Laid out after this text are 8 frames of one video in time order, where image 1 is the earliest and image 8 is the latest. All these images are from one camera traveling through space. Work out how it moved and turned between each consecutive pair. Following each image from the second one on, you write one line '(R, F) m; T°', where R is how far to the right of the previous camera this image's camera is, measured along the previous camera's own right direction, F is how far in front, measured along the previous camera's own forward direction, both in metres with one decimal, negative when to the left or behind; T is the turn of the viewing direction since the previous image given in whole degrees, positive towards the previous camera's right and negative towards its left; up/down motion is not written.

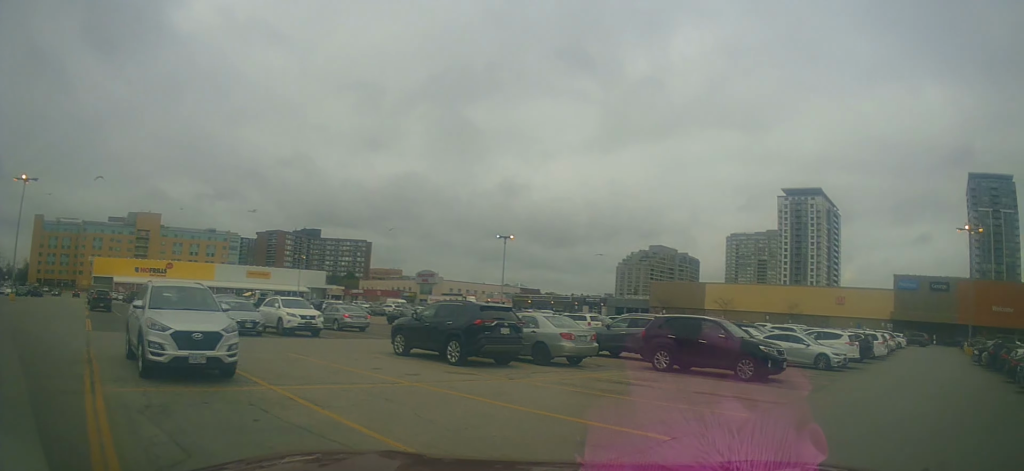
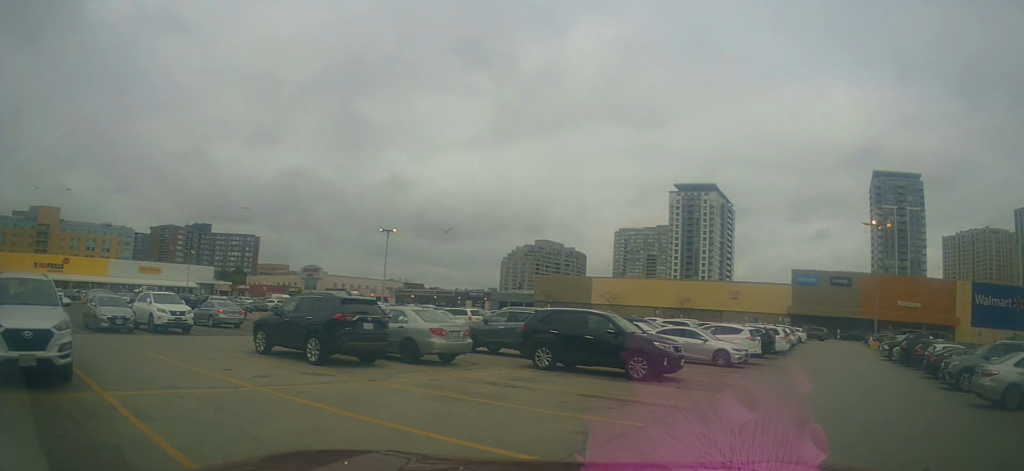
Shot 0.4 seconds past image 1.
(+0.1, +1.5) m; +9°
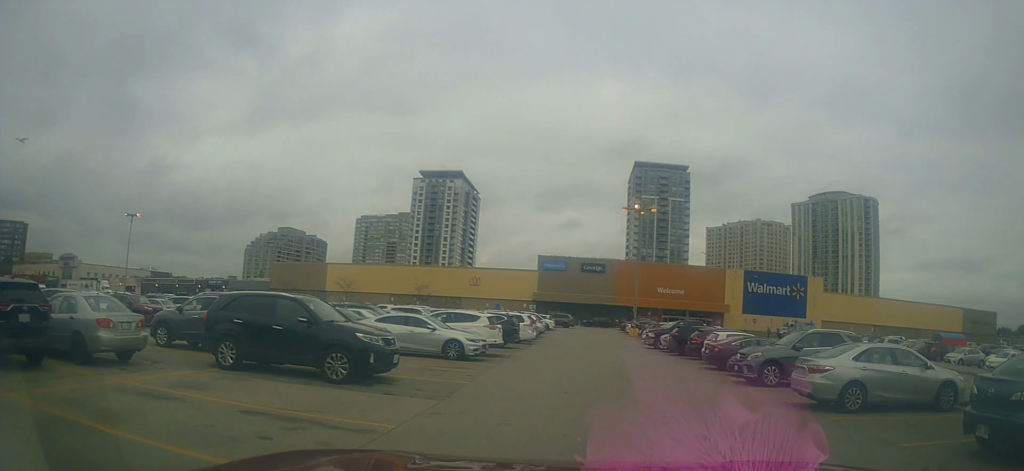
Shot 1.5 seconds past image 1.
(+0.5, +3.3) m; +22°
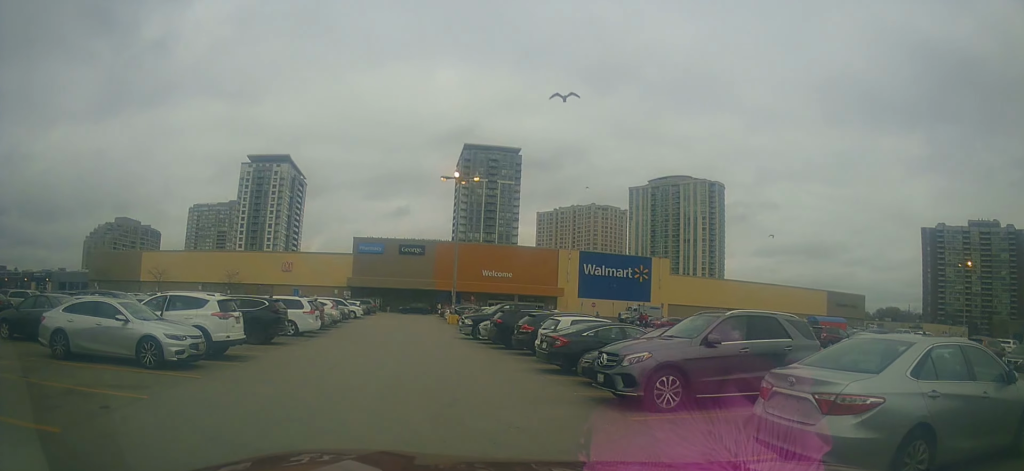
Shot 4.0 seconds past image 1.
(+2.6, +7.3) m; +24°
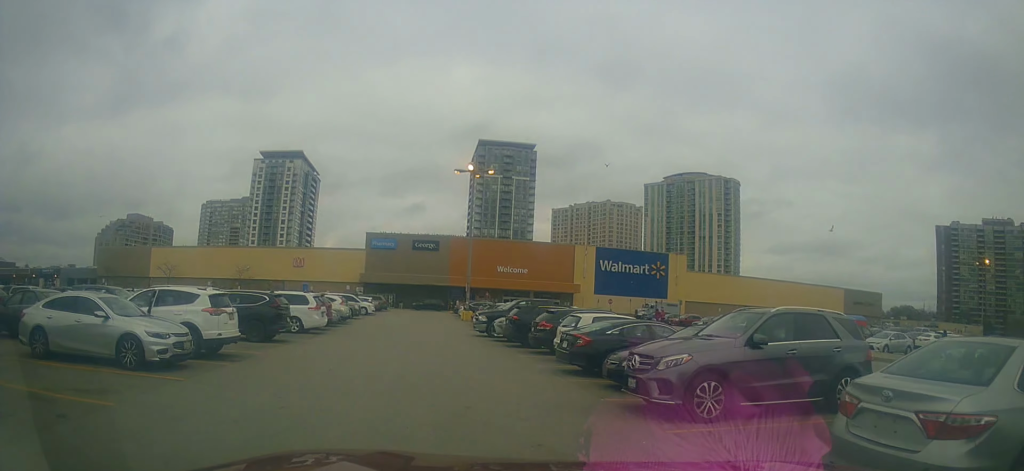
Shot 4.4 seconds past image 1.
(0.0, +1.3) m; -1°
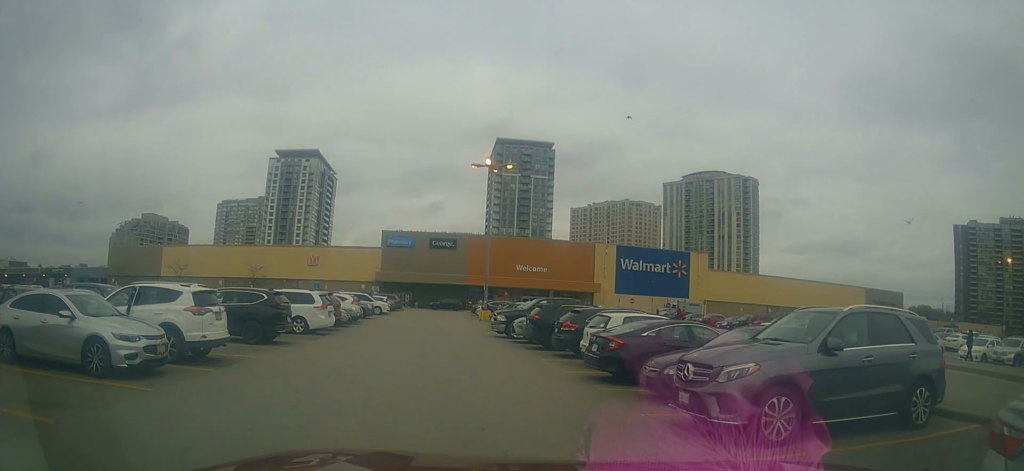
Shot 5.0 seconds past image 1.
(0.0, +1.7) m; -4°
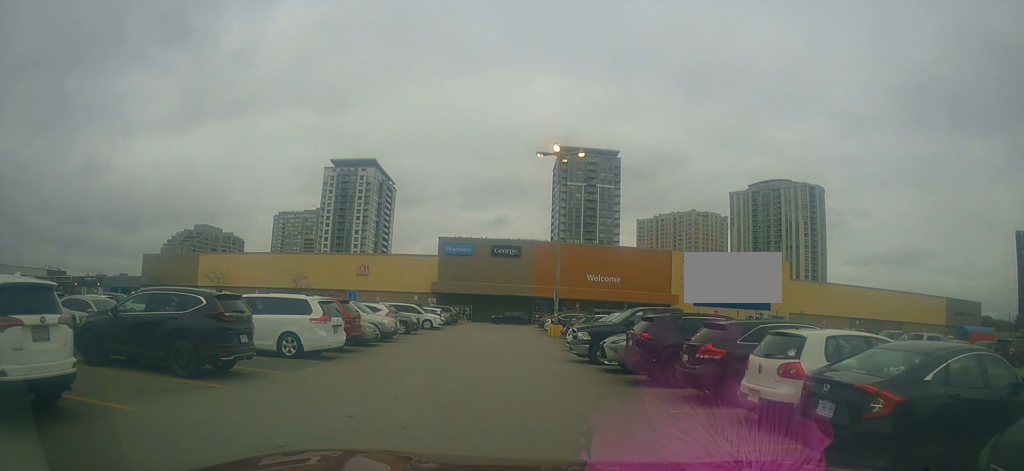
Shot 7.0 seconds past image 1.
(-0.8, +6.7) m; -6°
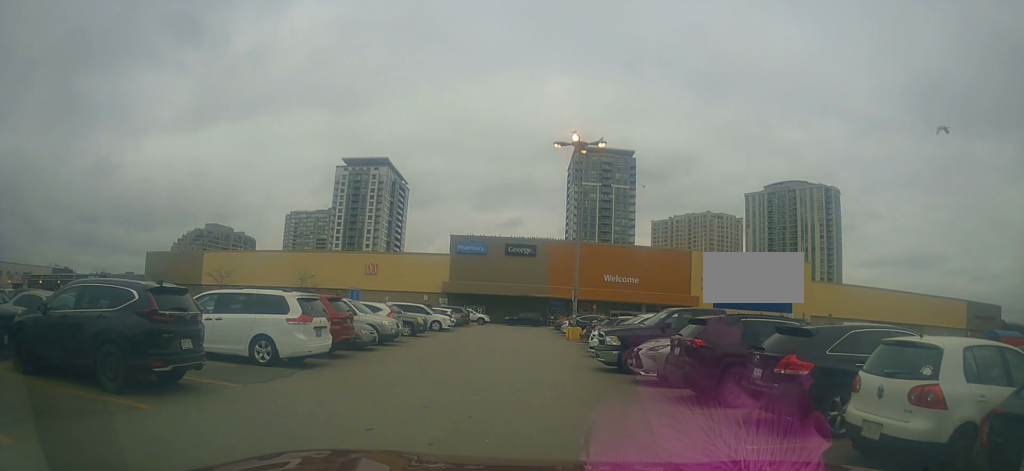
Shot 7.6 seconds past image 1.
(0.0, +2.6) m; -1°
